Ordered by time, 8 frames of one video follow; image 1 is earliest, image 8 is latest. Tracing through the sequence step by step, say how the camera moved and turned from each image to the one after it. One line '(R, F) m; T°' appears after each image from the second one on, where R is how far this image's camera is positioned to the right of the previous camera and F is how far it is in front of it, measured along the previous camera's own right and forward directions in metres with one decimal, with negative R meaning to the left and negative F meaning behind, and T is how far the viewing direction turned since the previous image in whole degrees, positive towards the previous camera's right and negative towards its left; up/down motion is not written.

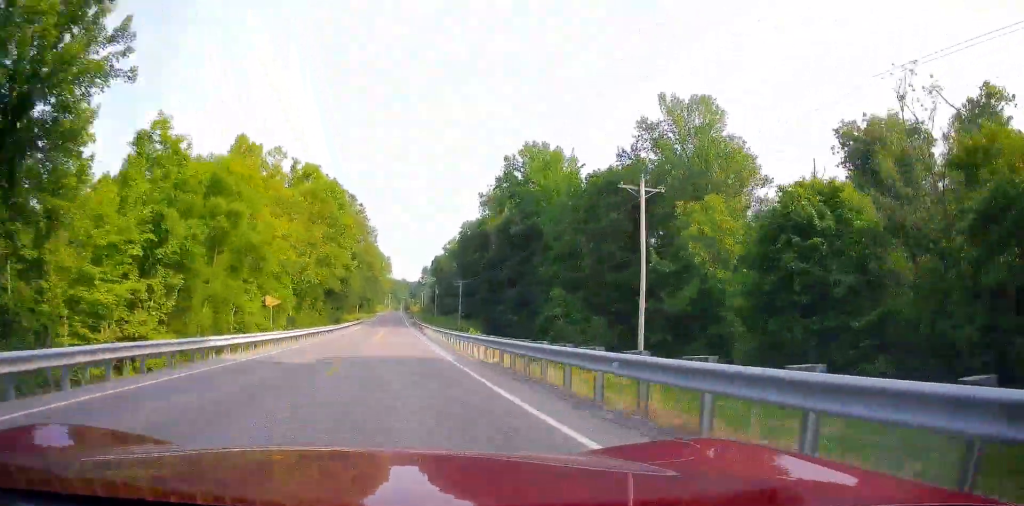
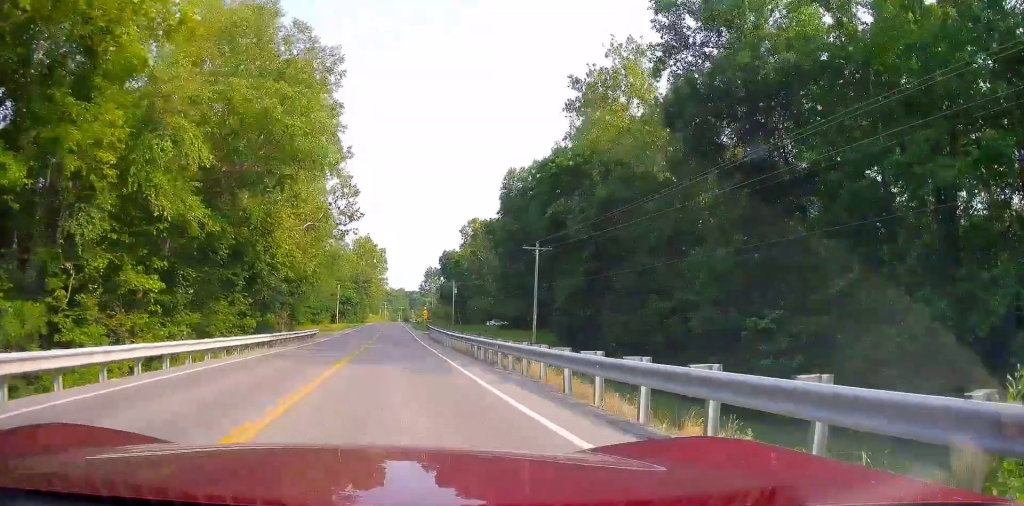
(0.0, +58.4) m; 0°
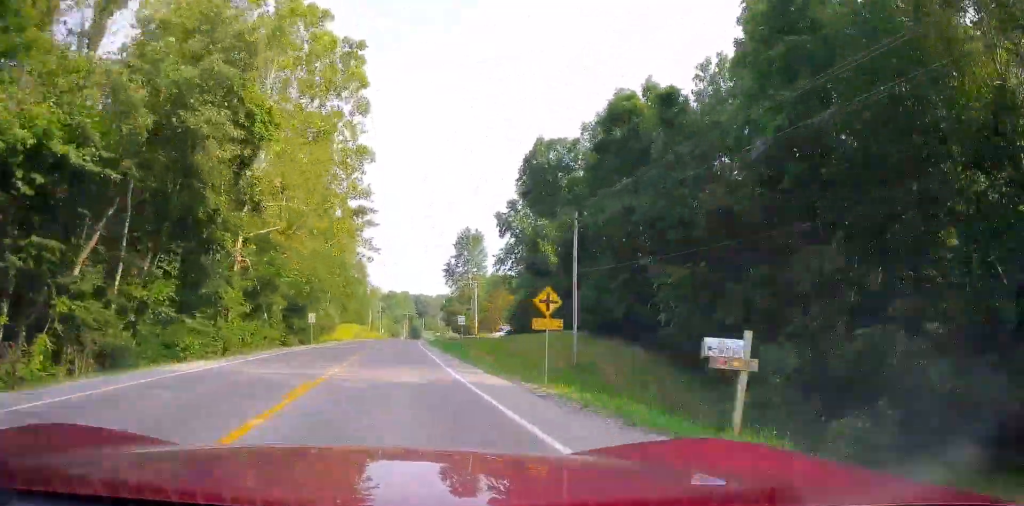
(+0.8, +130.4) m; +1°
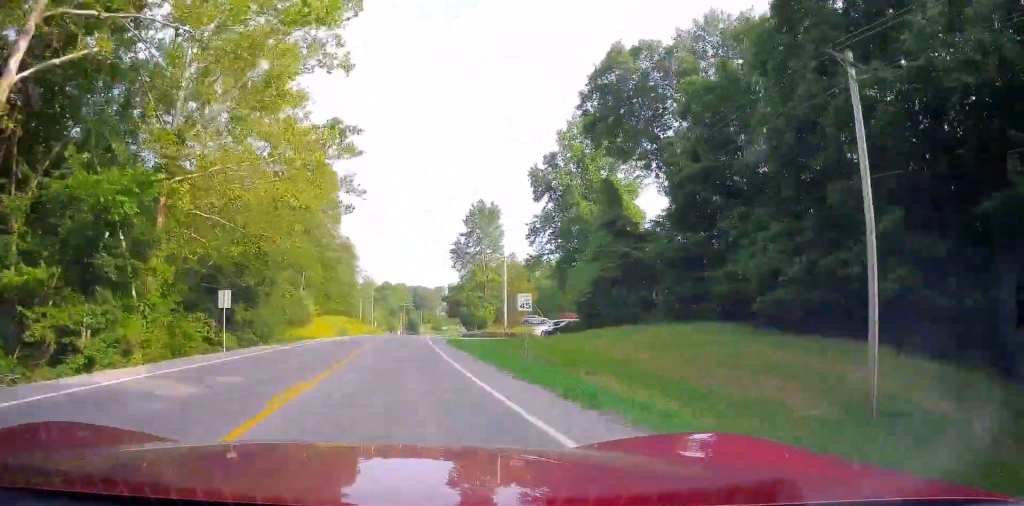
(+0.3, +26.7) m; 0°
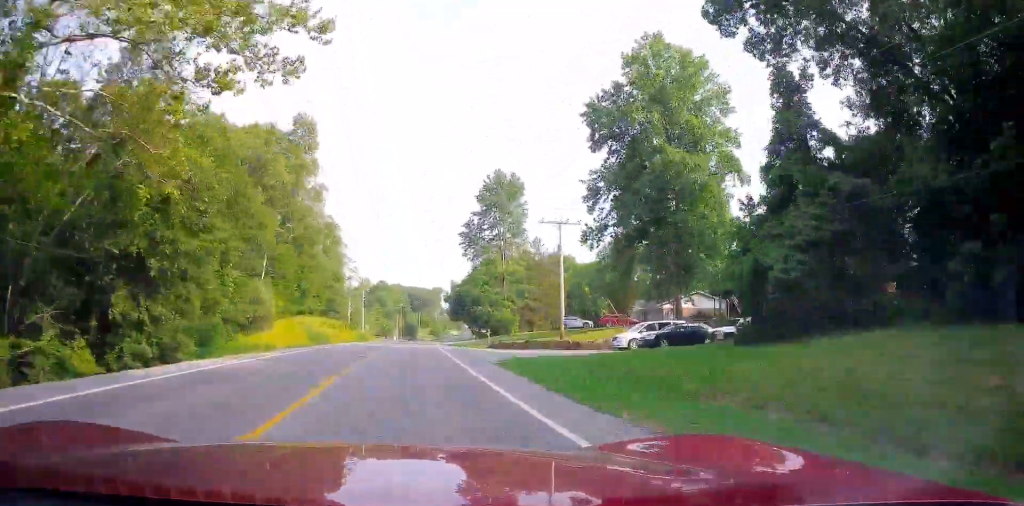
(-0.2, +23.0) m; 0°
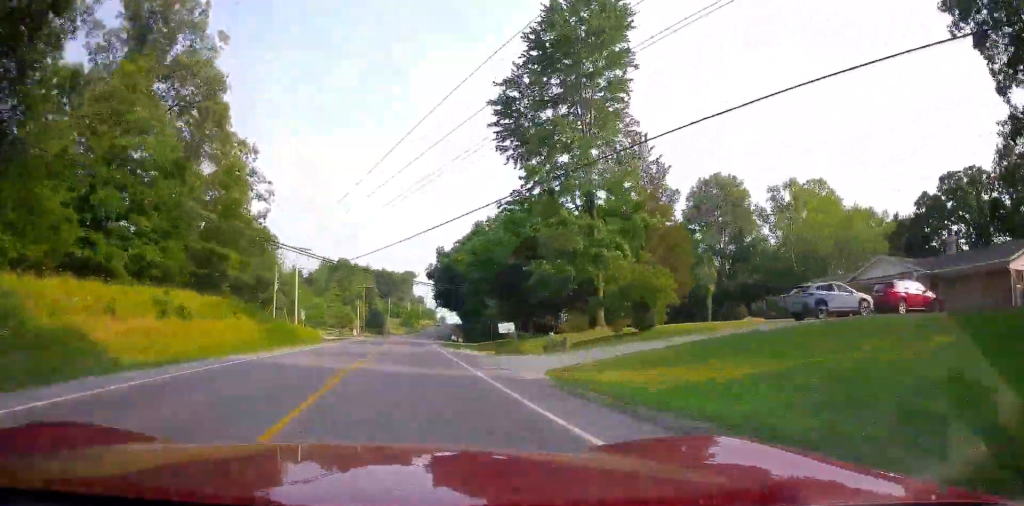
(+0.1, +48.5) m; +1°
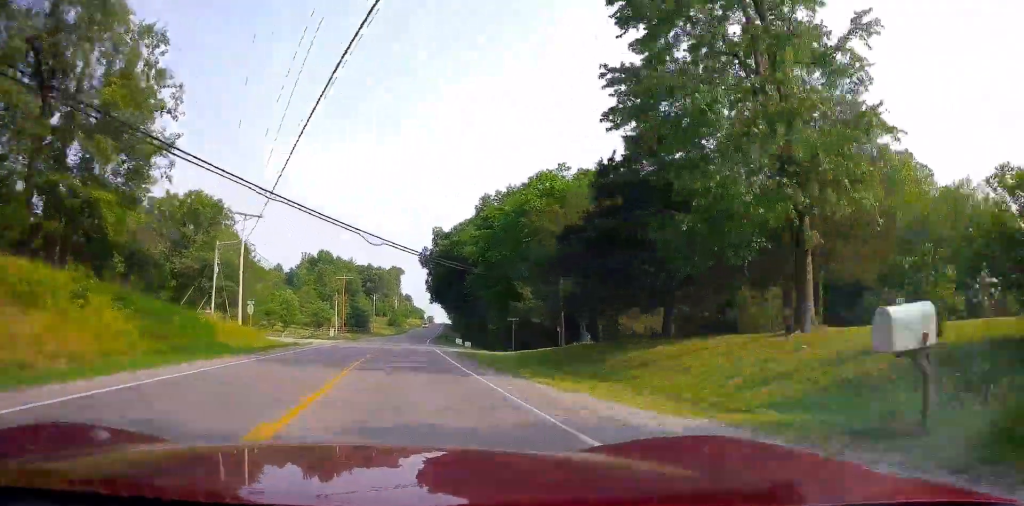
(0.0, +19.9) m; +1°
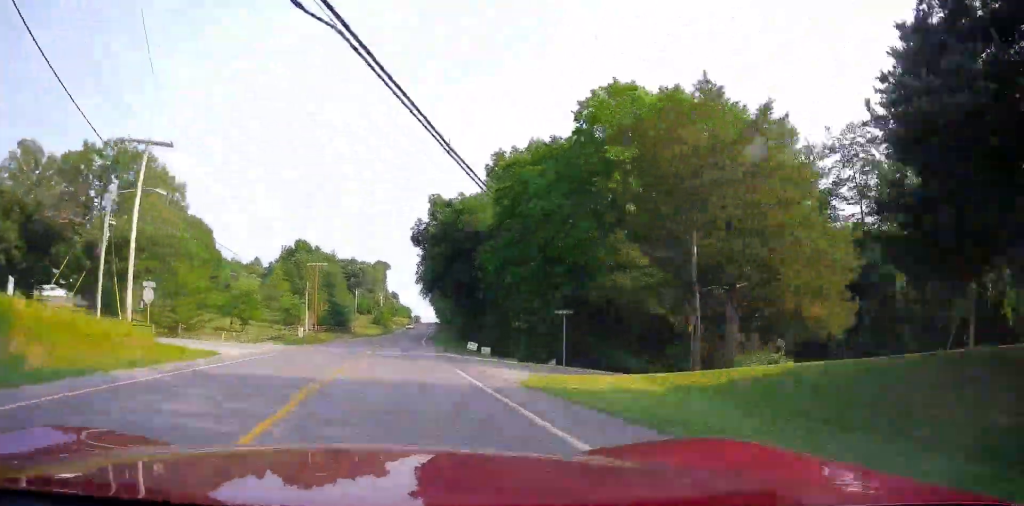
(+0.4, +18.7) m; +1°
